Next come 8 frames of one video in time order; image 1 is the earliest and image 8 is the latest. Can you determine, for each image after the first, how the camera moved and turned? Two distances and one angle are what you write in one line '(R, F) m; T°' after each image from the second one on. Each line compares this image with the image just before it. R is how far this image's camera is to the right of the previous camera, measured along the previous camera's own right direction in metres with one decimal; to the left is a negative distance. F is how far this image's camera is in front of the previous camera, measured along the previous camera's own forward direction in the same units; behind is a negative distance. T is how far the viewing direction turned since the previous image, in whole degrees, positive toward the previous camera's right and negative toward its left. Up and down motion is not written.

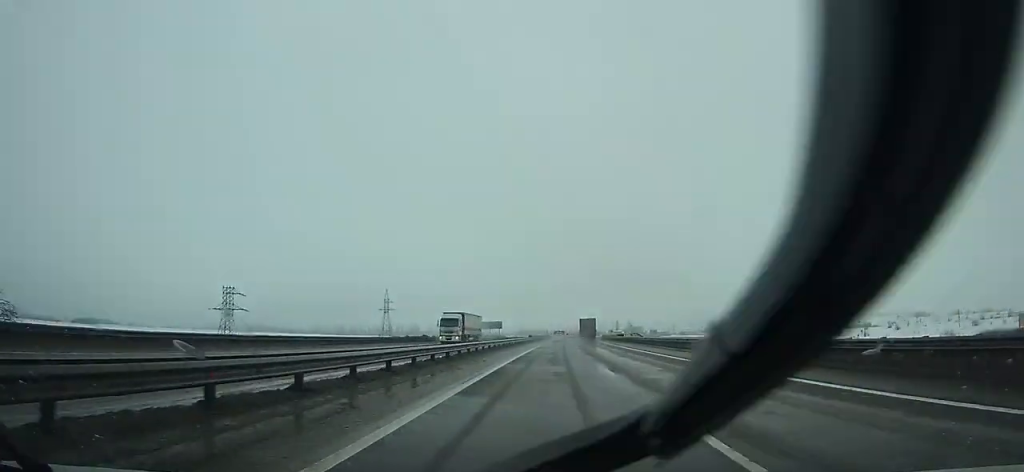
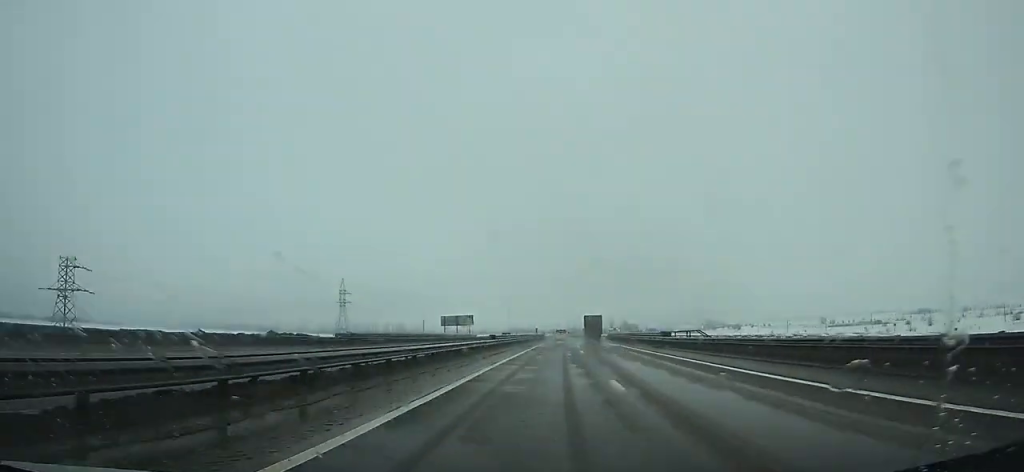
(+0.4, +42.5) m; +1°
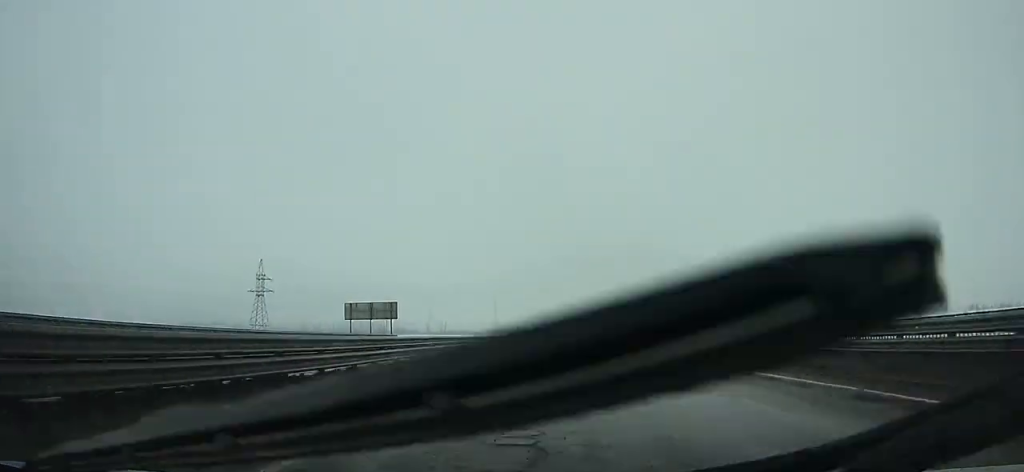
(+0.4, +49.8) m; +1°
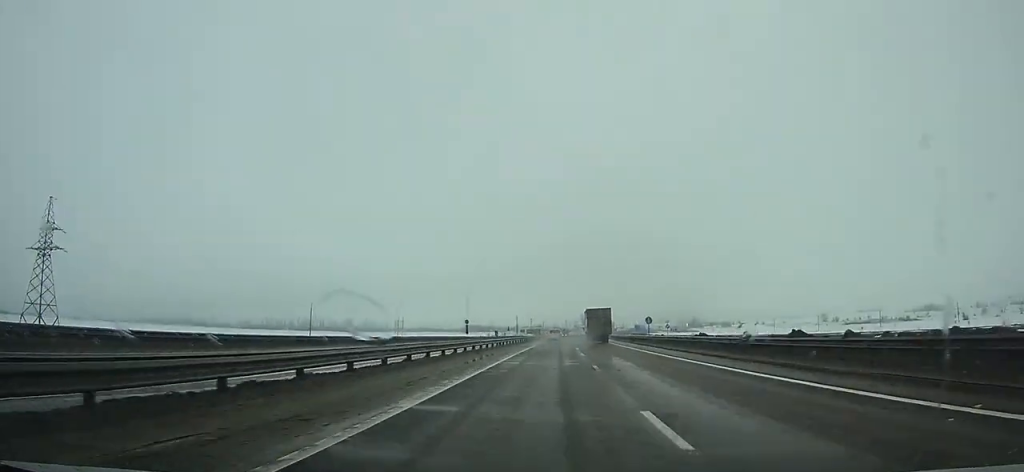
(+1.1, +66.3) m; +2°
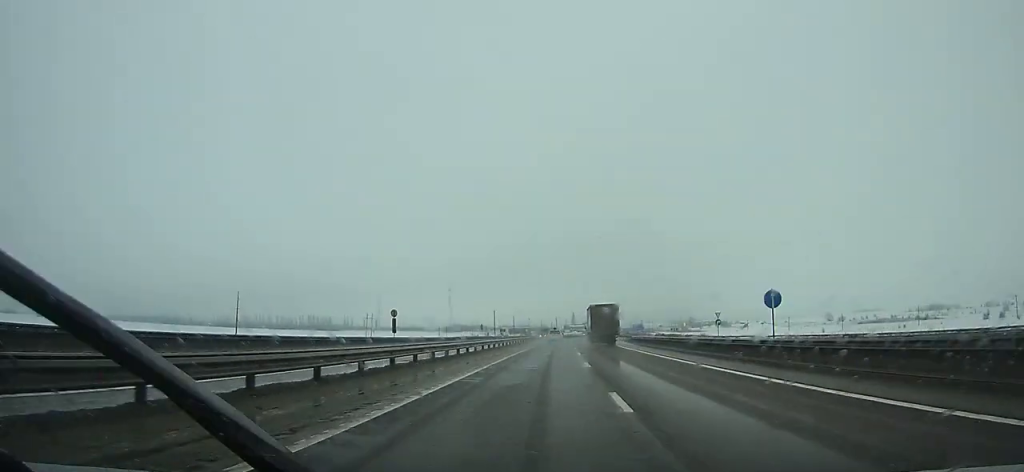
(+0.4, +44.9) m; +1°
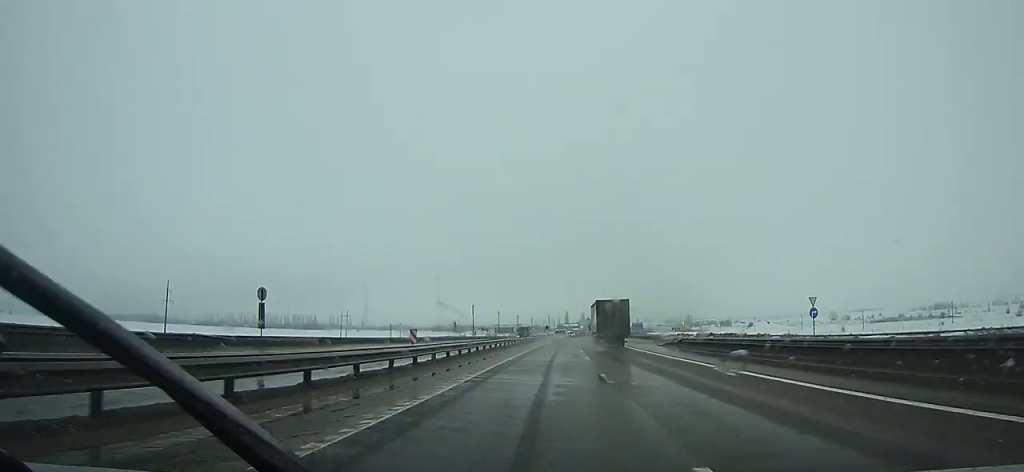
(+0.5, +32.3) m; +1°
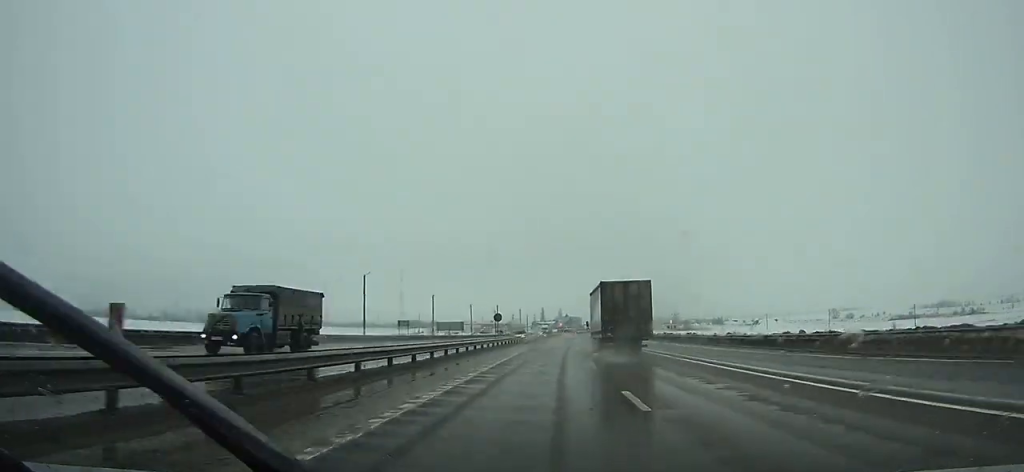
(+1.1, +65.9) m; +2°
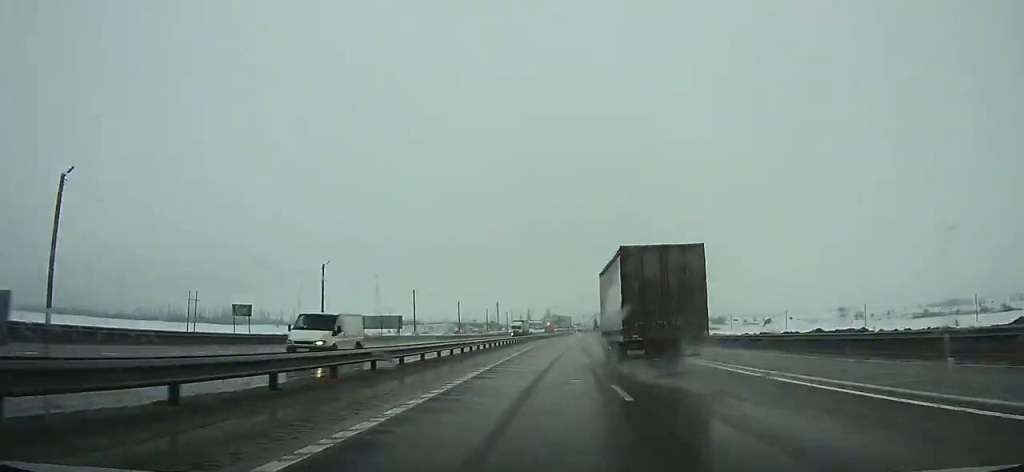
(+0.2, +48.6) m; +1°
